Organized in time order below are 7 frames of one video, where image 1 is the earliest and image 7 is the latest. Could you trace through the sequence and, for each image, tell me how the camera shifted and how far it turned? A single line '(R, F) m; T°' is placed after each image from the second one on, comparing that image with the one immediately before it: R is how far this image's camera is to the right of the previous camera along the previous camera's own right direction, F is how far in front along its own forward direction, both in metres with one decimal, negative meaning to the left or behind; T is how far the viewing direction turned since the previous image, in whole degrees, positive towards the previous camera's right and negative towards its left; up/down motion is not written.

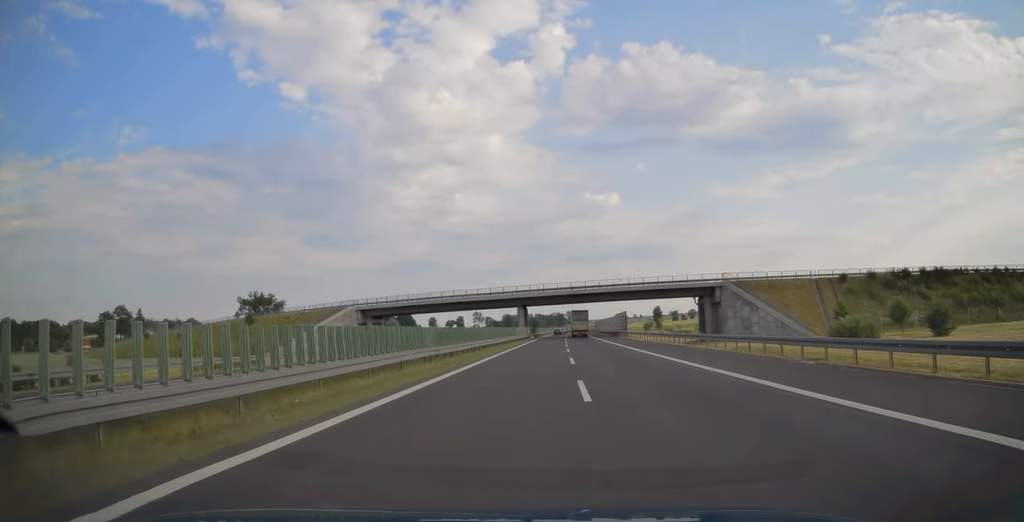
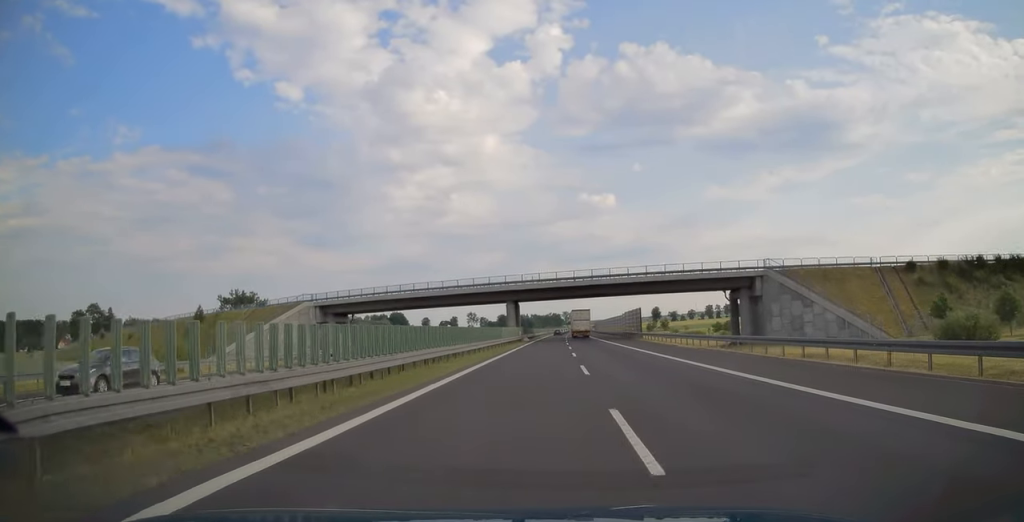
(0.0, +17.3) m; 0°
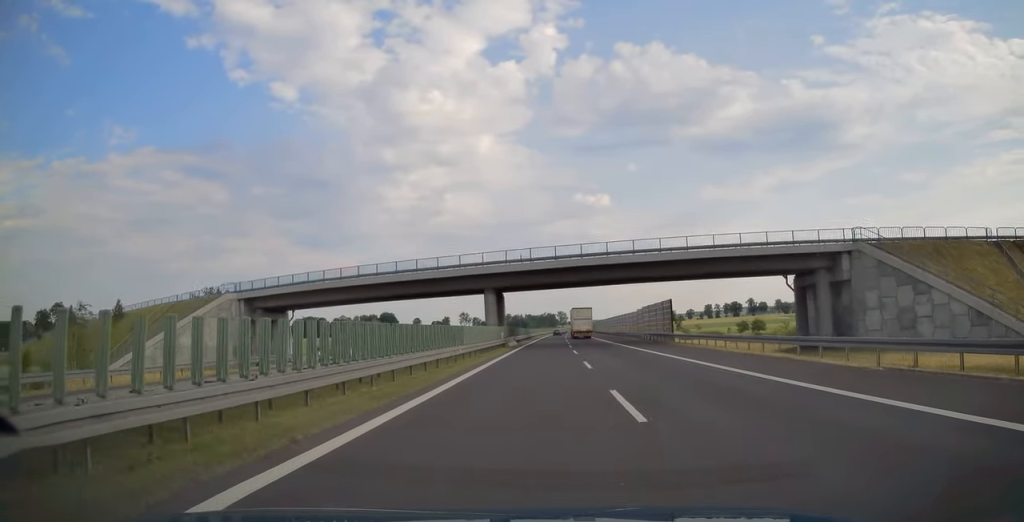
(+0.1, +20.8) m; 0°
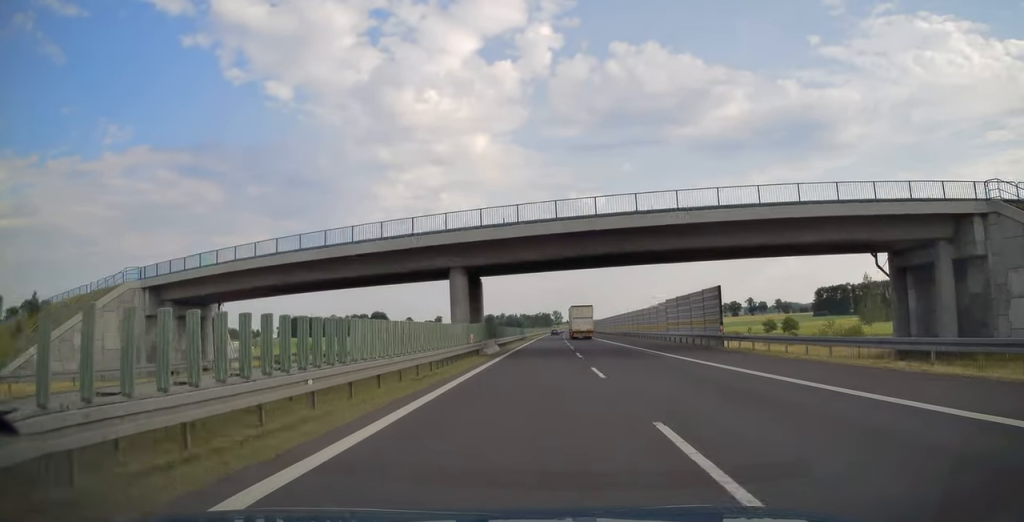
(+0.1, +16.4) m; 0°
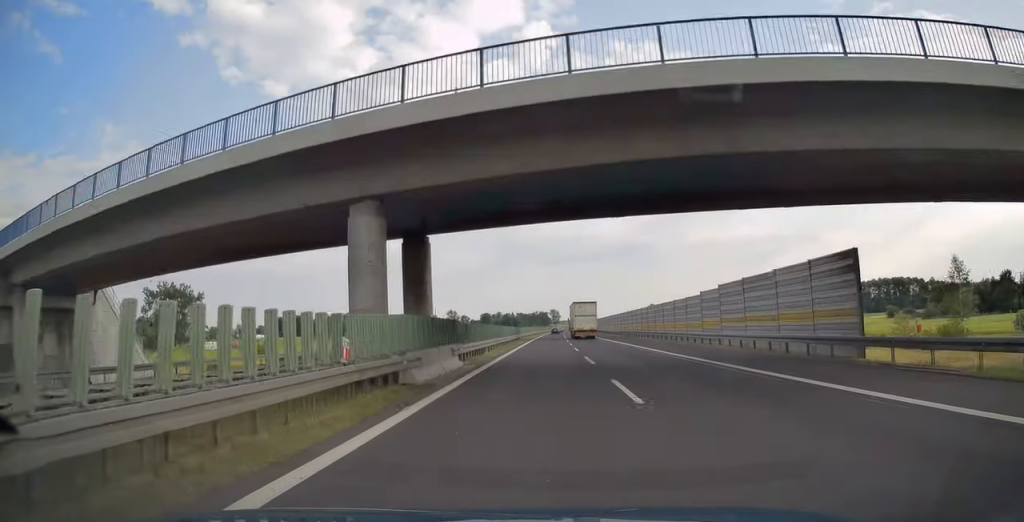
(0.0, +17.6) m; 0°
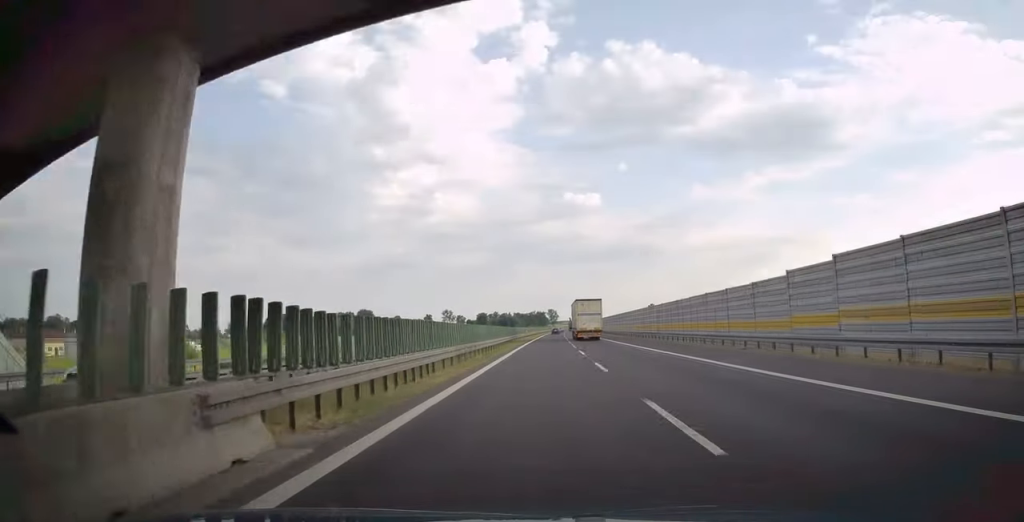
(0.0, +15.9) m; 0°
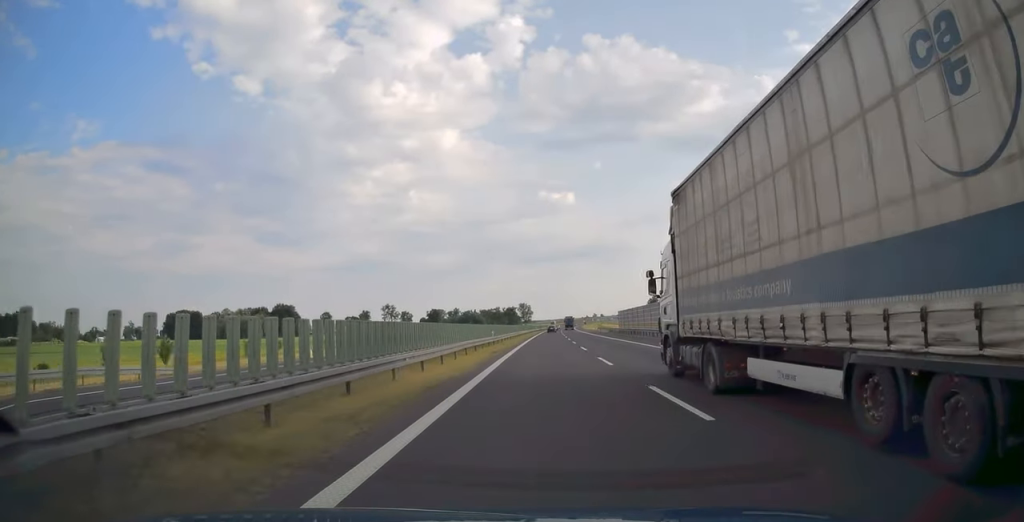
(+4.1, +154.4) m; +3°
